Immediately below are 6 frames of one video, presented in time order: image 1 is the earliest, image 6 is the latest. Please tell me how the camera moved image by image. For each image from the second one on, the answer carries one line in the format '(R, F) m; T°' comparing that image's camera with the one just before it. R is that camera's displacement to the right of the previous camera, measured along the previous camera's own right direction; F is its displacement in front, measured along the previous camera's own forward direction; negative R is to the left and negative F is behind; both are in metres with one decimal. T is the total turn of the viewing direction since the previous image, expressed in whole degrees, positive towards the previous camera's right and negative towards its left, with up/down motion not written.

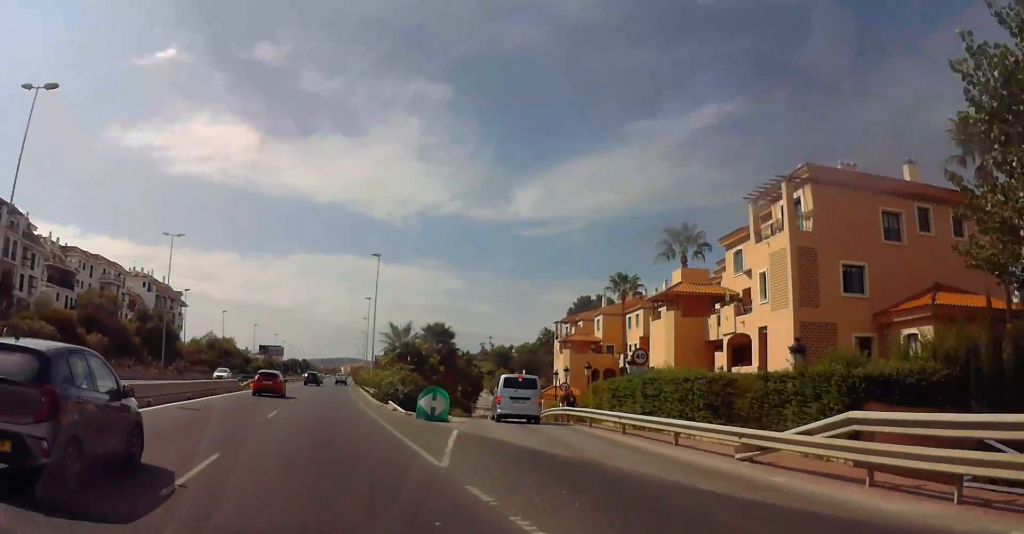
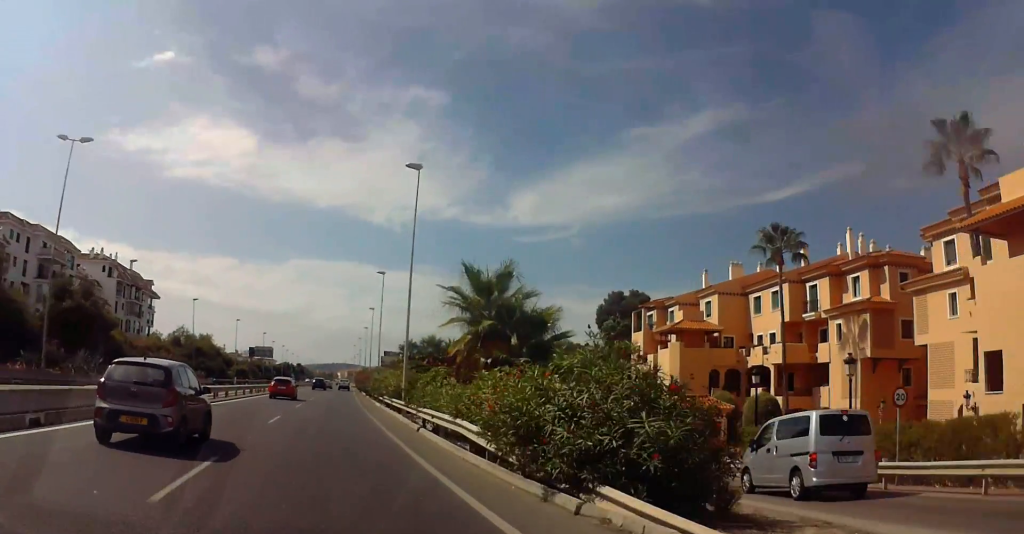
(-0.1, +26.5) m; 0°
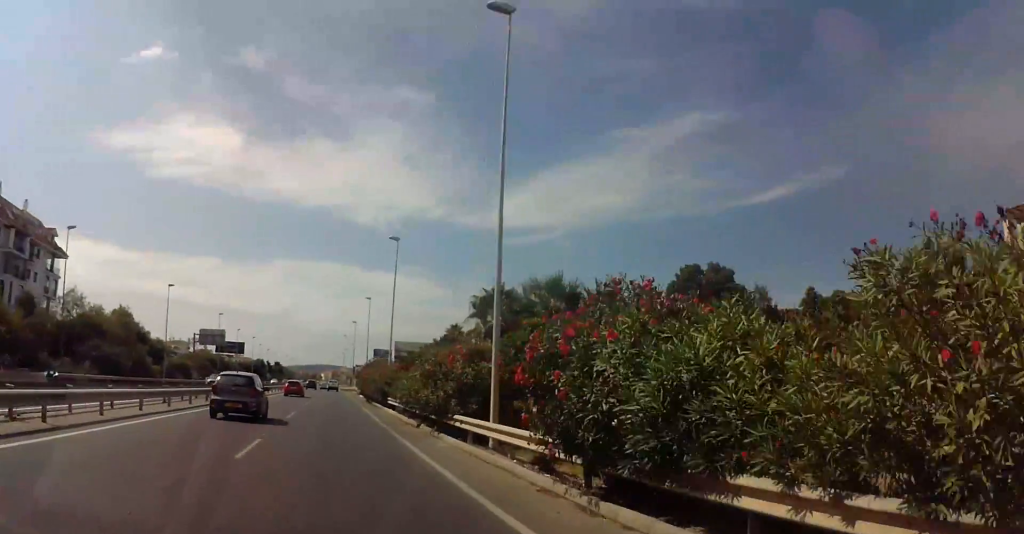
(+0.2, +50.9) m; 0°
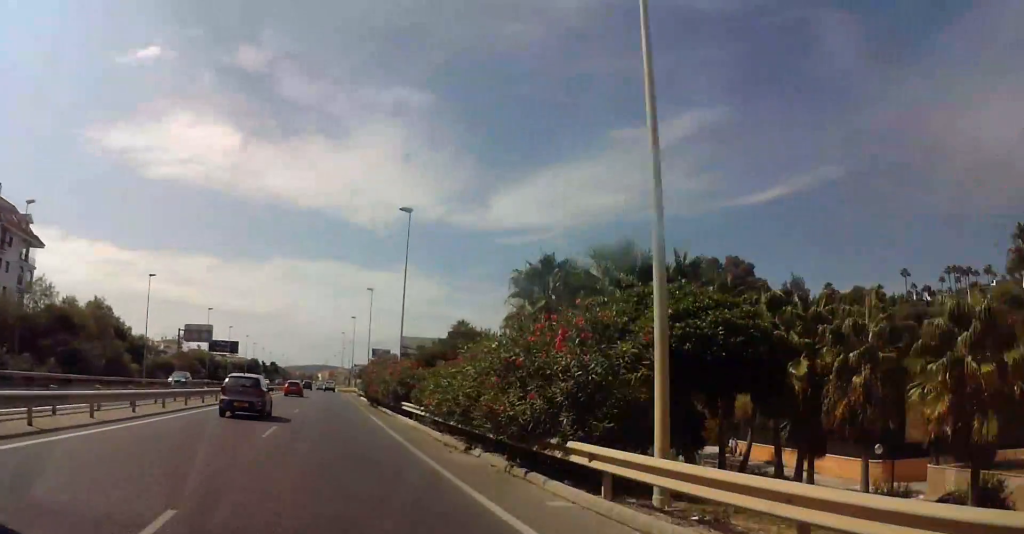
(0.0, +8.3) m; 0°
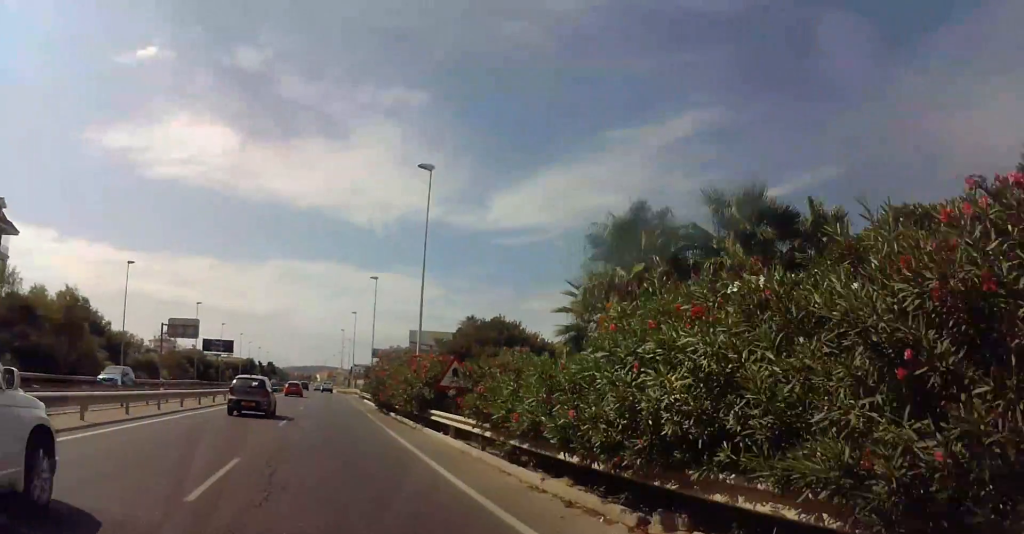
(0.0, +9.8) m; 0°
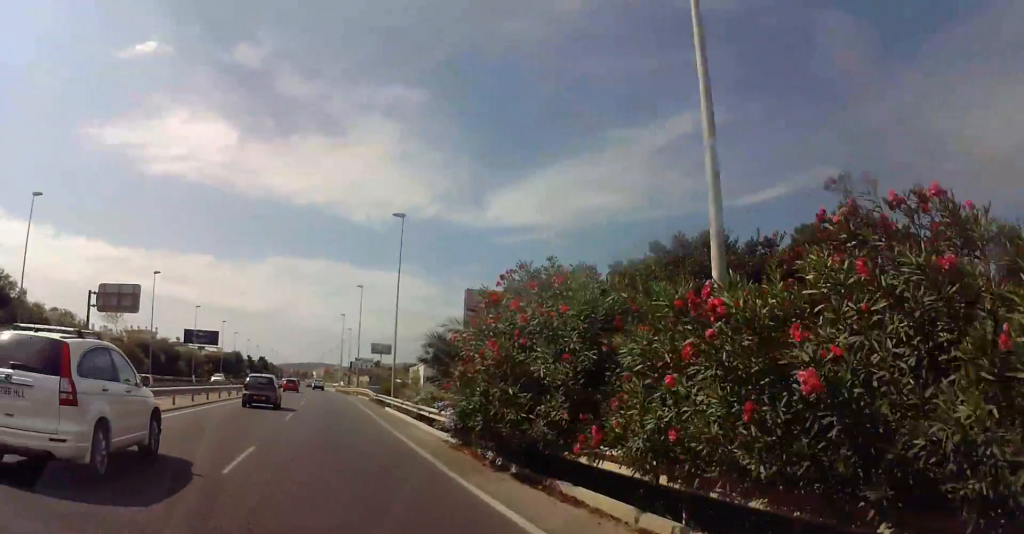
(-0.1, +24.4) m; 0°
